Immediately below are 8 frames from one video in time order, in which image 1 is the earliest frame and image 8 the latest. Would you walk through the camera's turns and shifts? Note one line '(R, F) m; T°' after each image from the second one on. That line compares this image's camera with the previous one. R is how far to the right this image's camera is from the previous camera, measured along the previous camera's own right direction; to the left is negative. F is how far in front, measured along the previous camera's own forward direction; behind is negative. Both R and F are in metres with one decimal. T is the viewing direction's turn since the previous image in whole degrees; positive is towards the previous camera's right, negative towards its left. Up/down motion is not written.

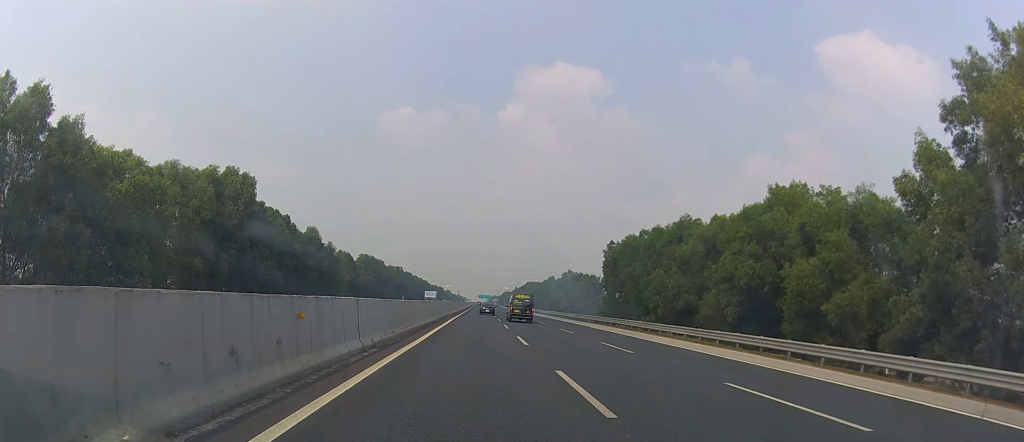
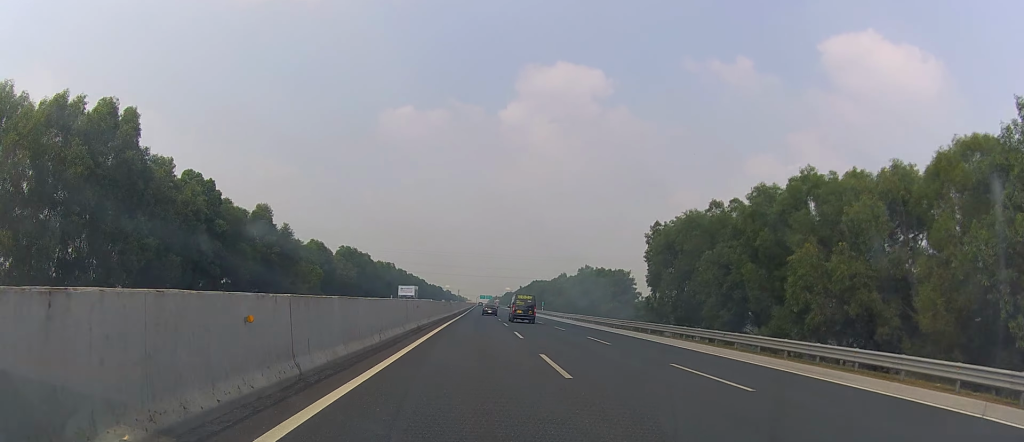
(0.0, +26.7) m; 0°
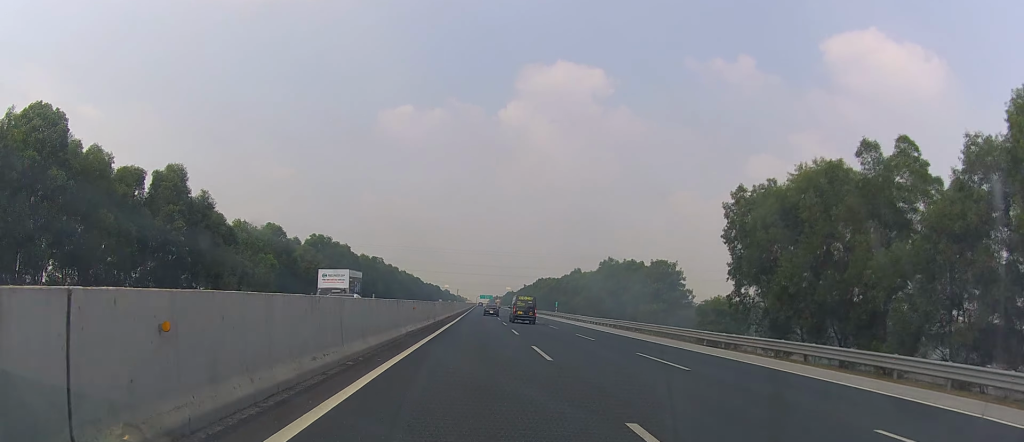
(+0.4, +26.7) m; 0°
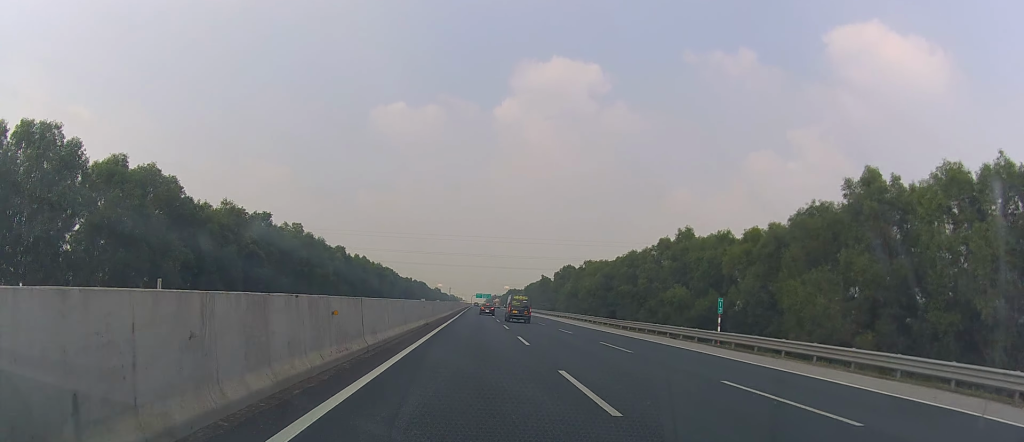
(+0.5, +86.9) m; 0°
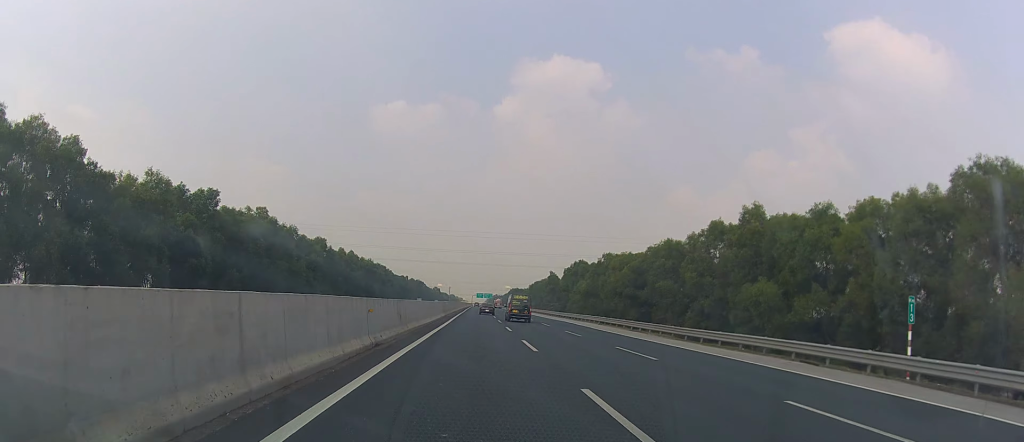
(-0.3, +19.2) m; -1°
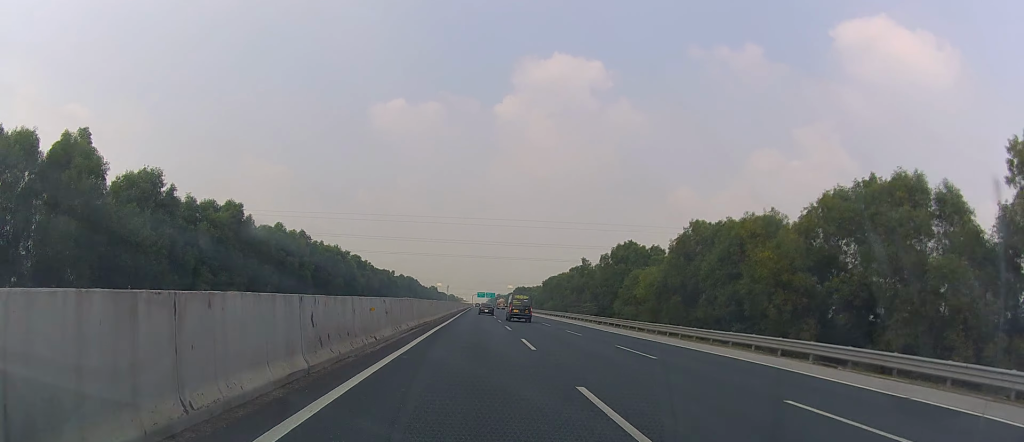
(-0.8, +47.2) m; 0°
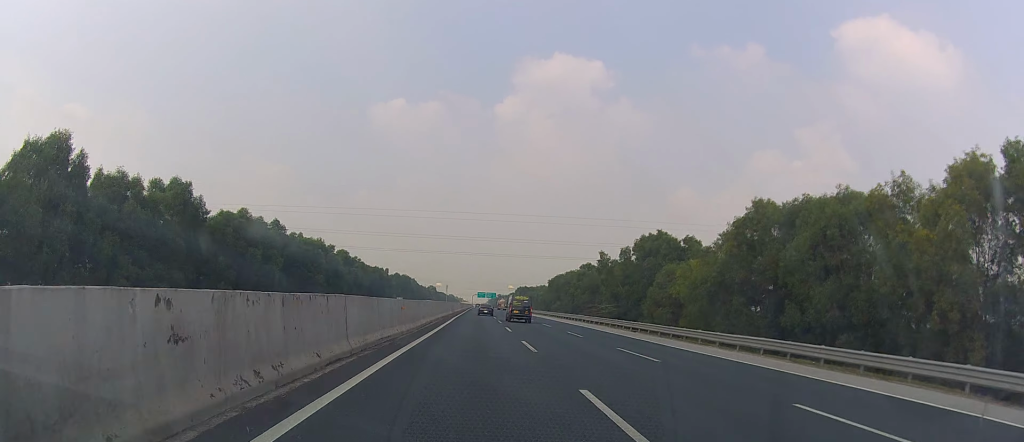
(+0.4, +15.3) m; +1°
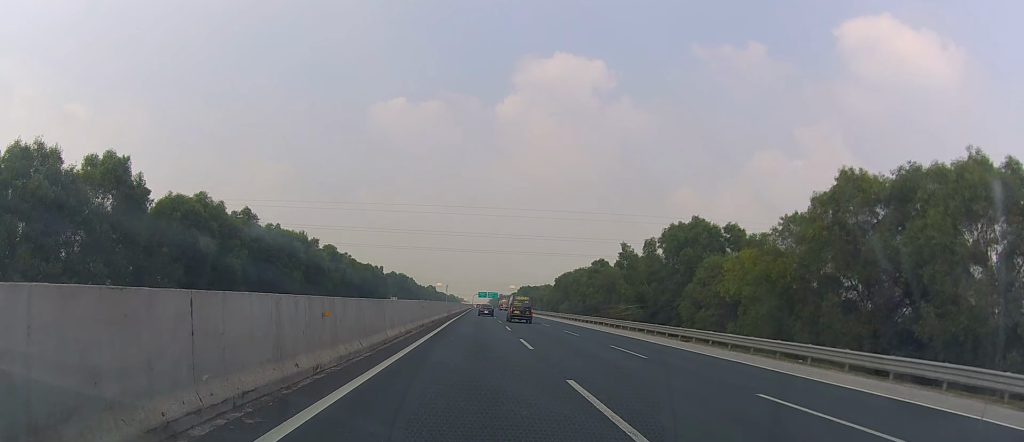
(+0.3, +14.0) m; +1°
